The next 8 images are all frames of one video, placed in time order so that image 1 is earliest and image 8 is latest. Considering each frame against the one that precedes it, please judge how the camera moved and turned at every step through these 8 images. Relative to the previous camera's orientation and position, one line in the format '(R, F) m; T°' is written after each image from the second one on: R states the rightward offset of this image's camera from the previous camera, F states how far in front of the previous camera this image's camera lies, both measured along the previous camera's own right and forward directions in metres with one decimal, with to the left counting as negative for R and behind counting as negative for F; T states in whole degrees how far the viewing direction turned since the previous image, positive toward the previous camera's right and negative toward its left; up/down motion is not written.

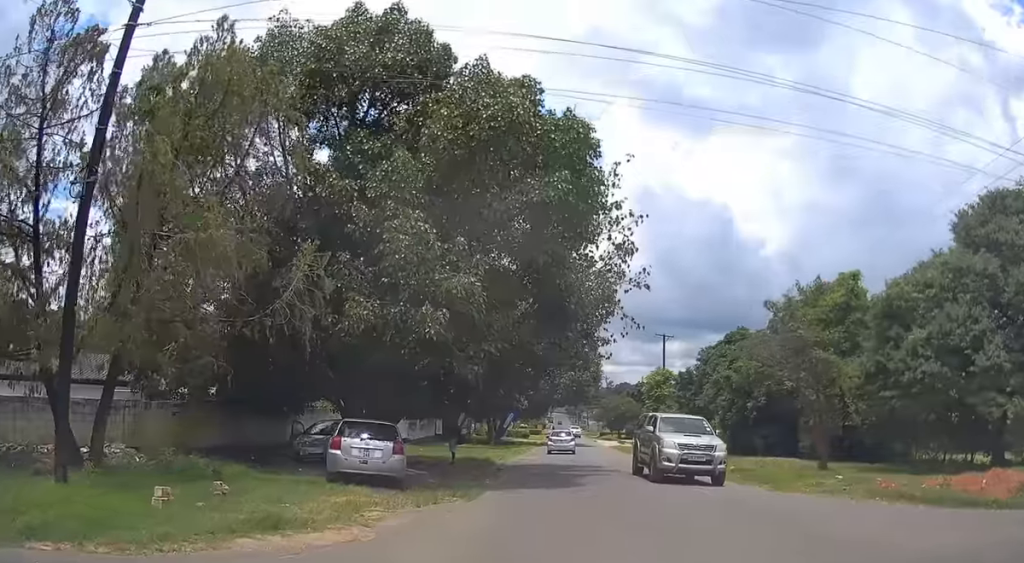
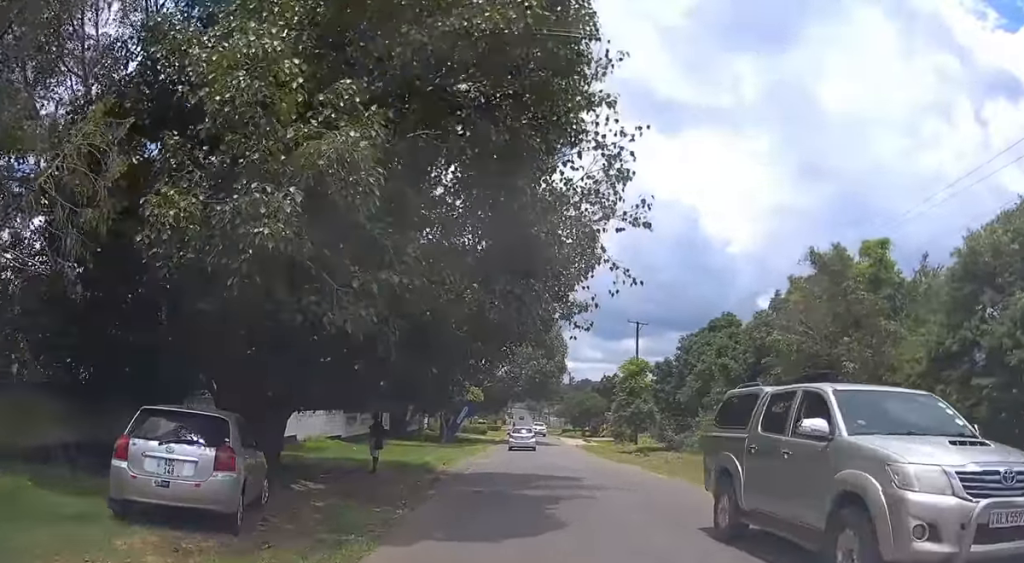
(+0.1, +6.3) m; +3°
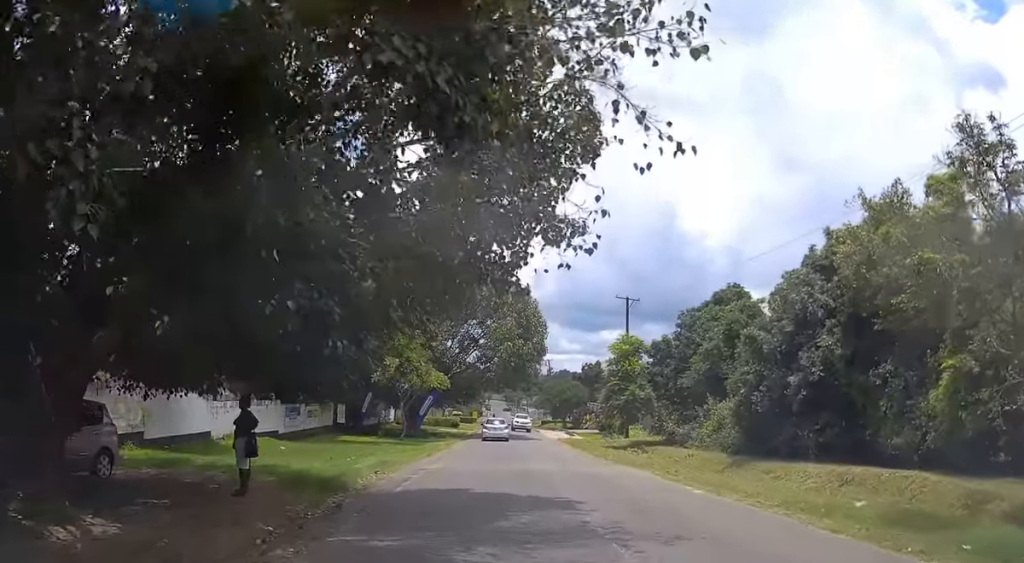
(+0.2, +7.1) m; +1°
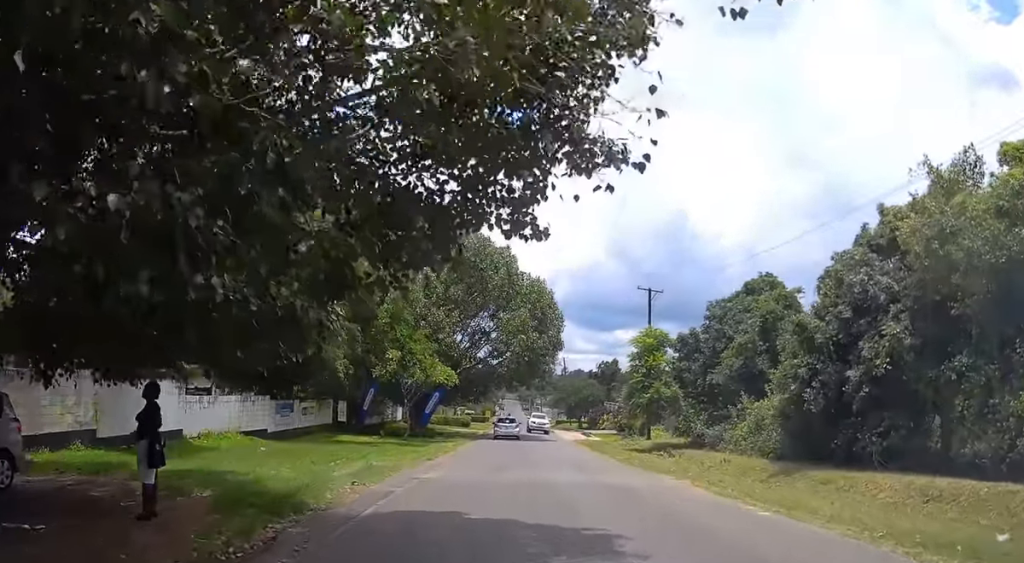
(0.0, +3.5) m; -1°
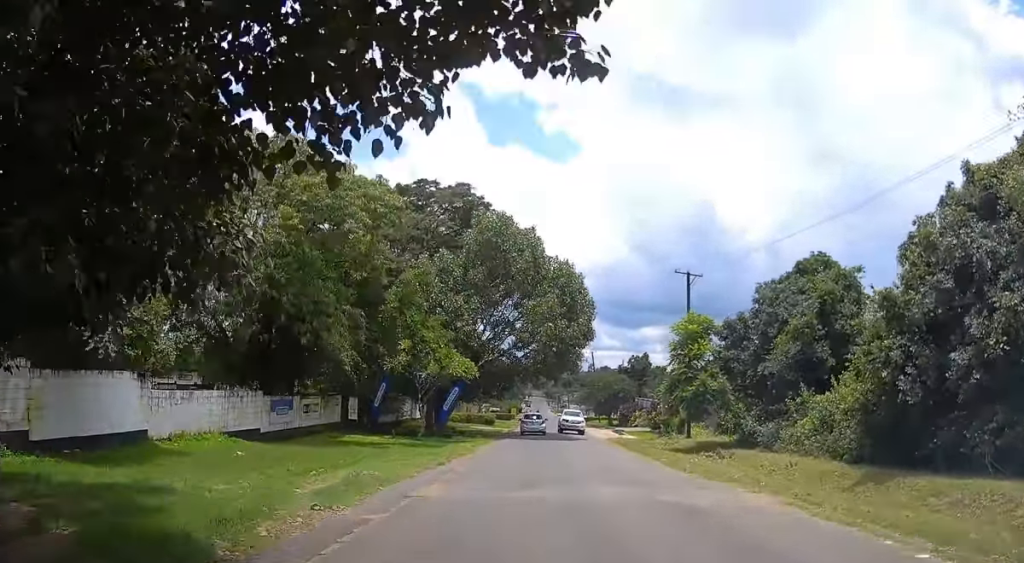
(0.0, +4.2) m; -1°
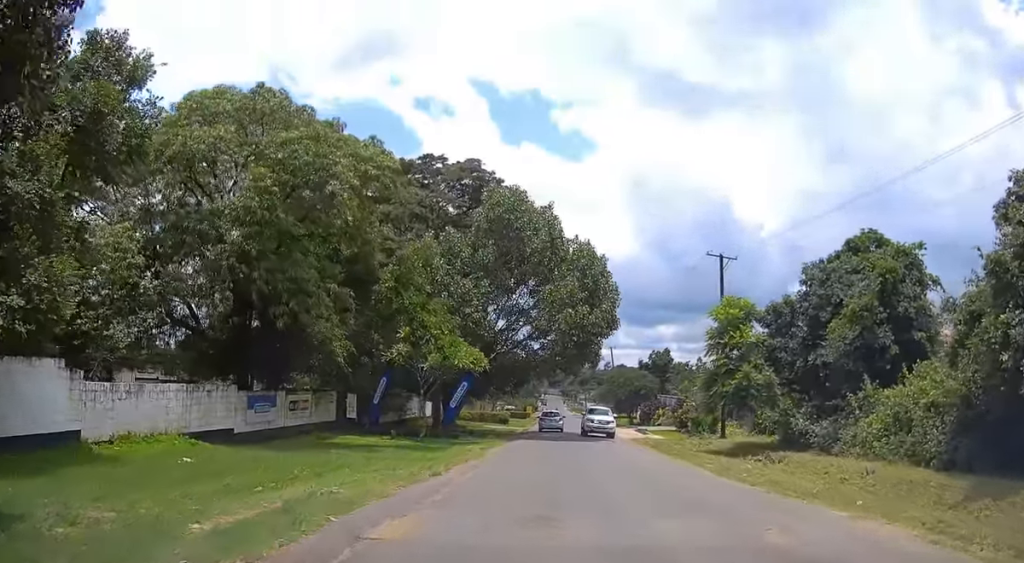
(0.0, +4.4) m; -1°
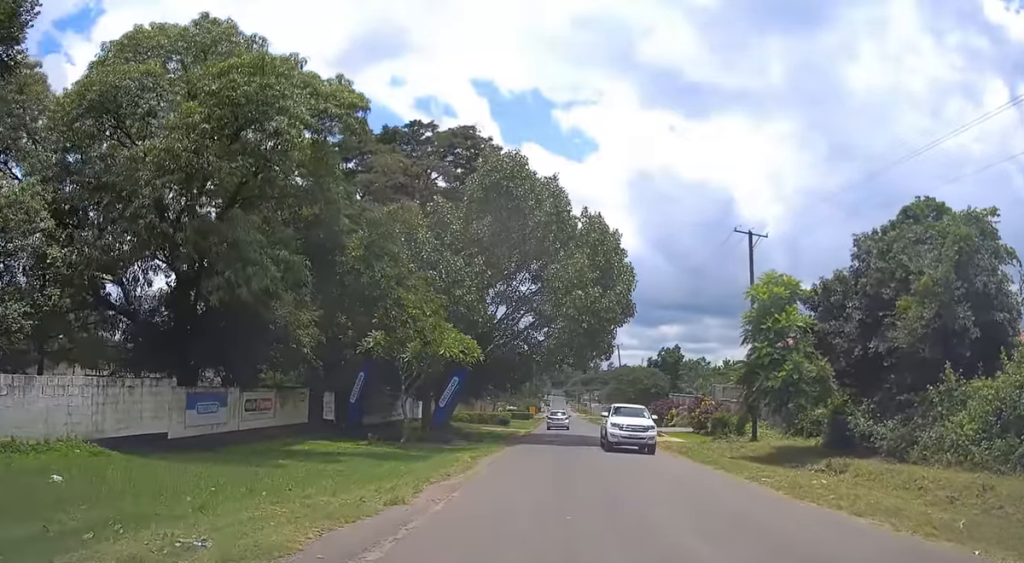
(0.0, +5.8) m; -1°
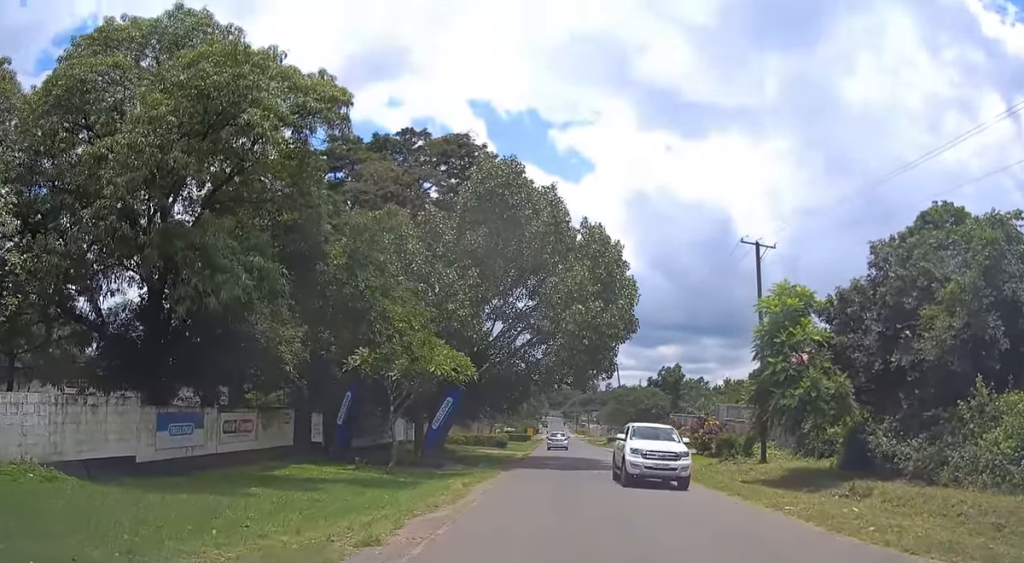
(0.0, +2.4) m; -1°
